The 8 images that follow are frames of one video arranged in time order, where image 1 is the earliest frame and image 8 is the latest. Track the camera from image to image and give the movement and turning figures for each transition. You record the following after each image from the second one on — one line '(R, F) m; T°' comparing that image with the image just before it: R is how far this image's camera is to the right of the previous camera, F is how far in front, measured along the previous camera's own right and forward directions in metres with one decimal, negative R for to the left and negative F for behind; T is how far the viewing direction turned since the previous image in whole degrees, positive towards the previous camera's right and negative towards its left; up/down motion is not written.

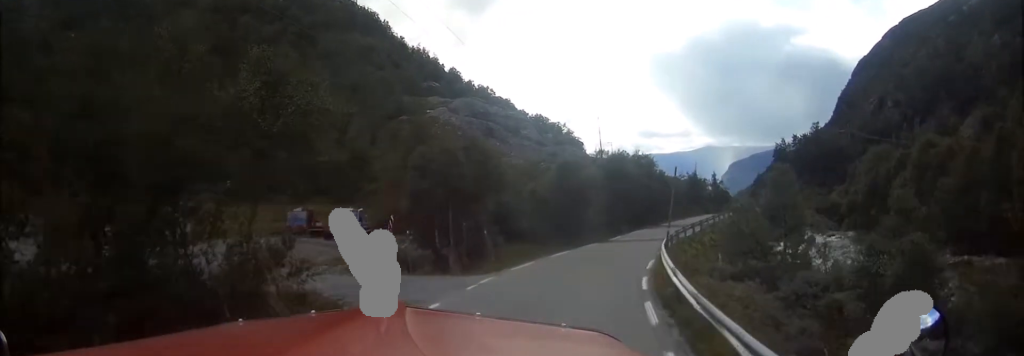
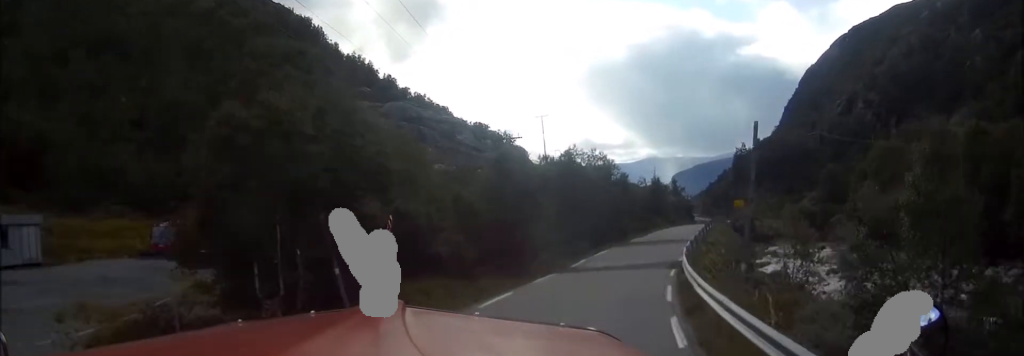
(+0.9, +12.5) m; +9°
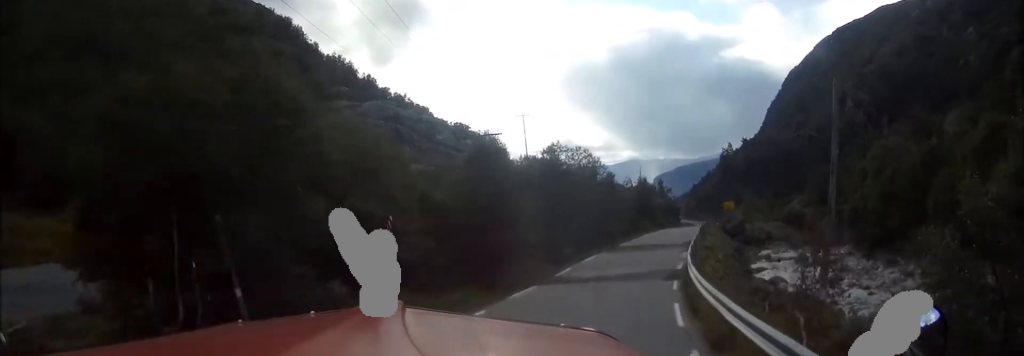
(+0.1, +3.3) m; +2°
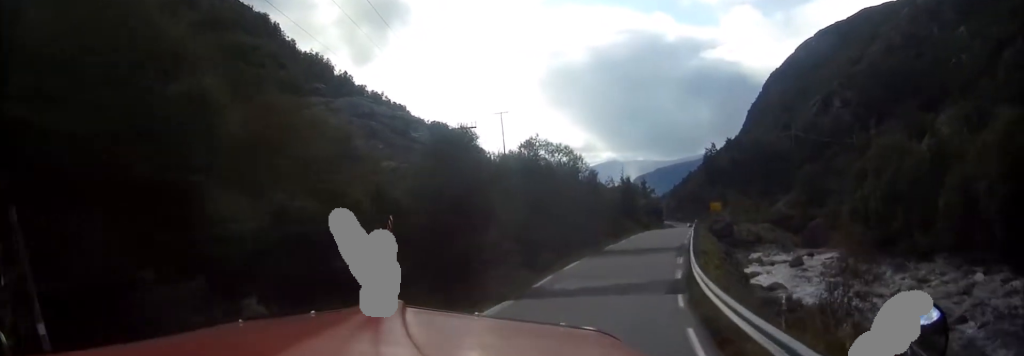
(0.0, +3.3) m; 0°
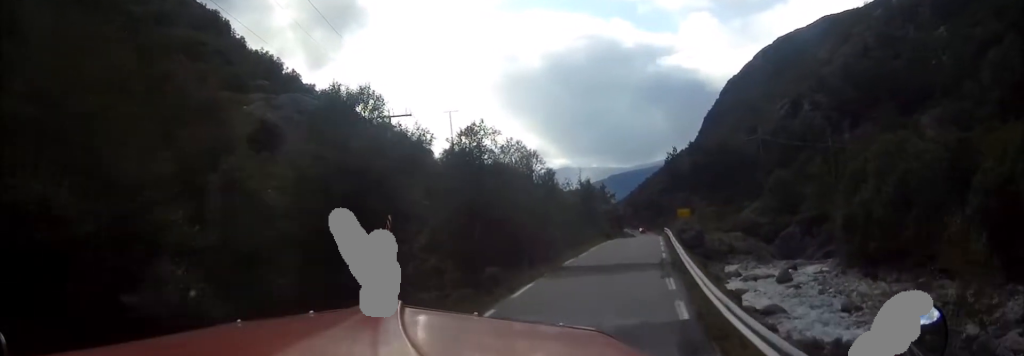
(0.0, +6.9) m; -1°
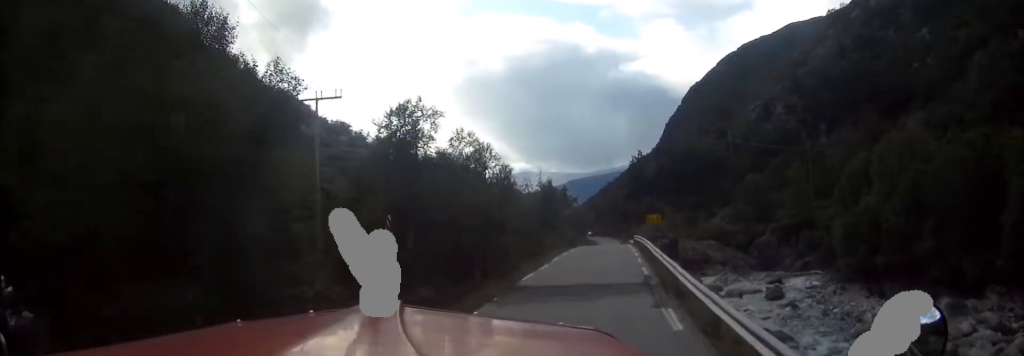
(-0.2, +6.7) m; -3°
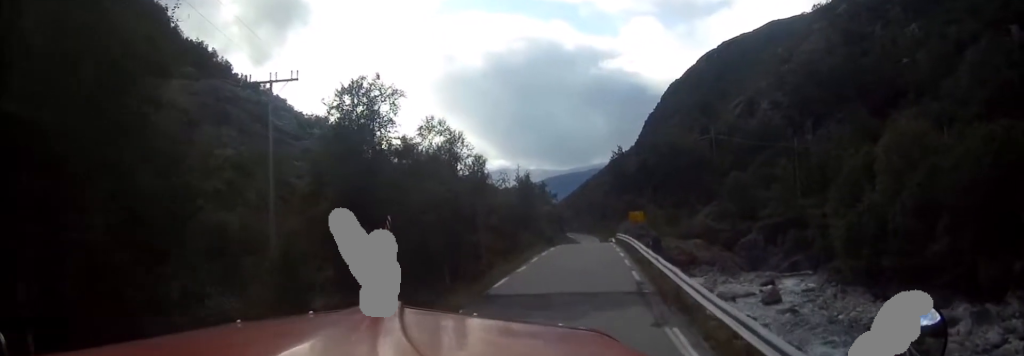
(-0.1, +4.0) m; -1°
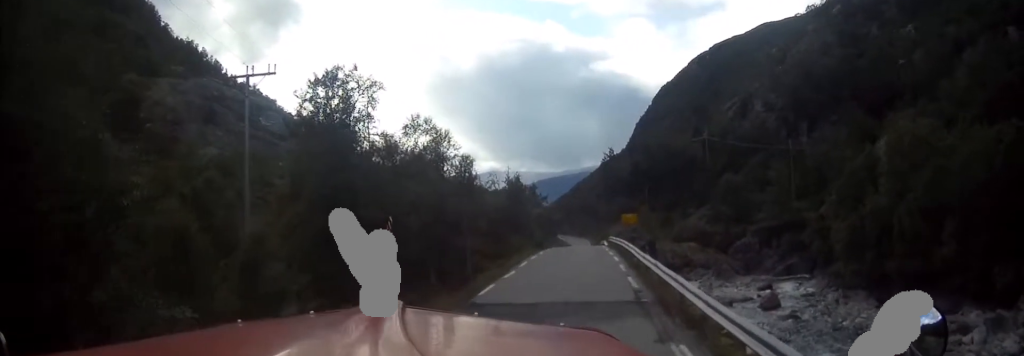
(0.0, +2.1) m; 0°
